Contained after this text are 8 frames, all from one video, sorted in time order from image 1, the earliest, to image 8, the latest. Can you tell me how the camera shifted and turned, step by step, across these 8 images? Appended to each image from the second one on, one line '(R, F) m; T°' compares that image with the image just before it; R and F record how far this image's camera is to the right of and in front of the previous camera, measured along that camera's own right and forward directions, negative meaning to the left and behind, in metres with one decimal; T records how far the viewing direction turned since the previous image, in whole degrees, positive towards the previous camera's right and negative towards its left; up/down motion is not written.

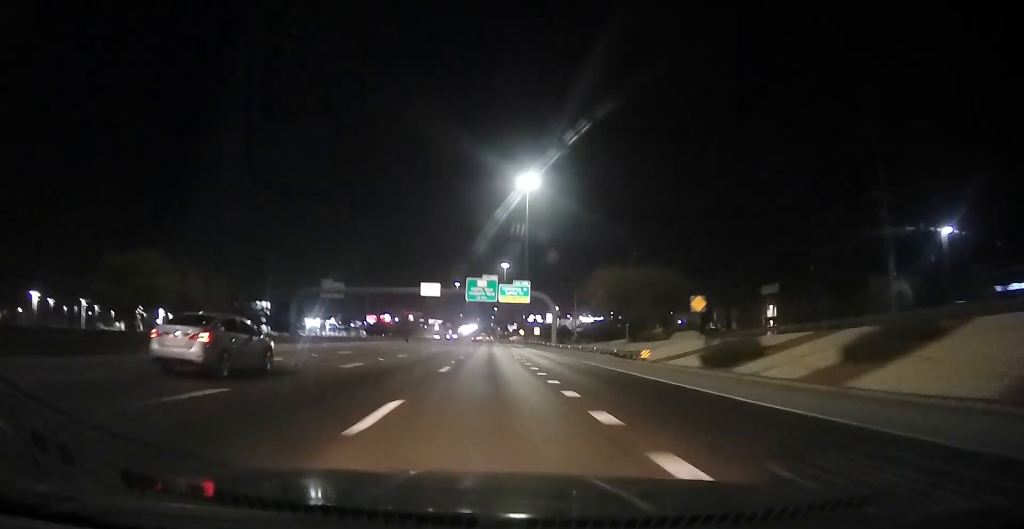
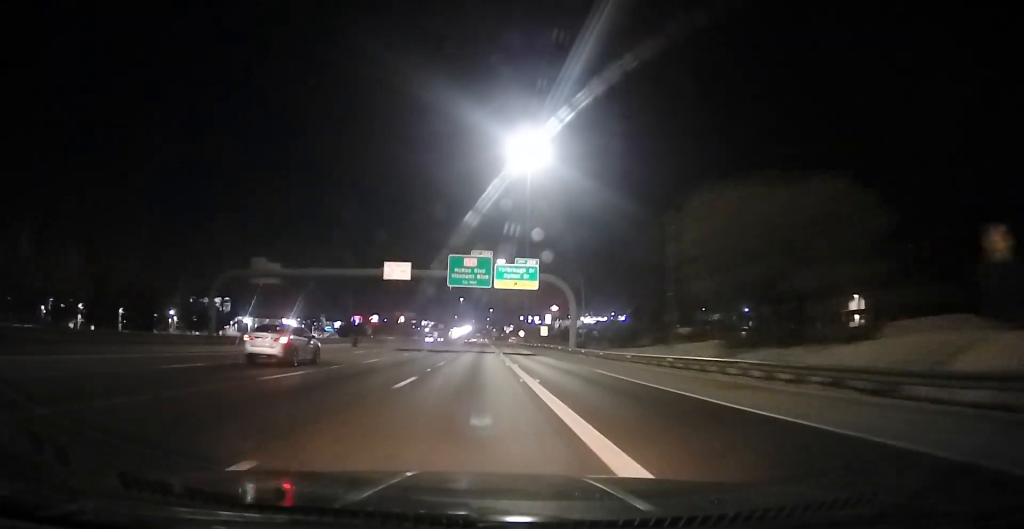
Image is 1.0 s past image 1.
(-0.2, +29.6) m; 0°
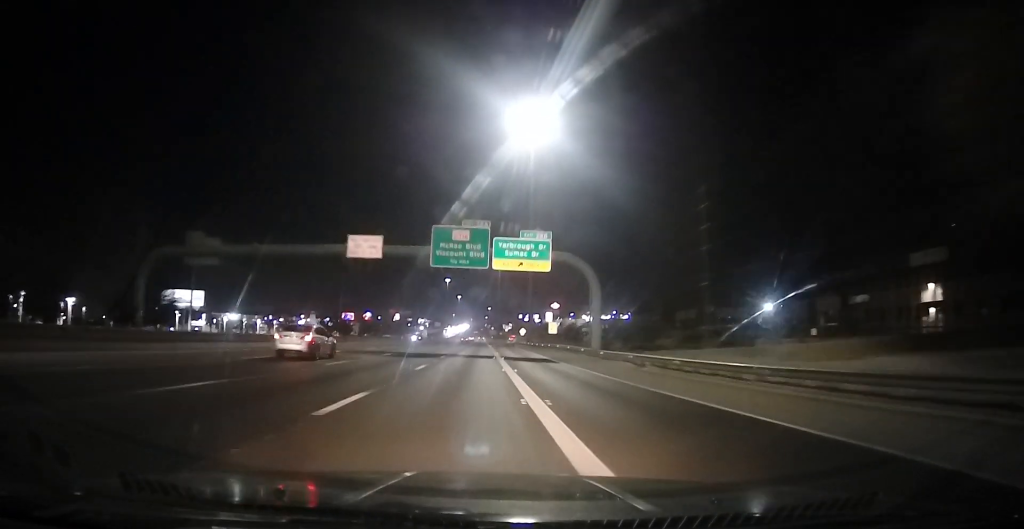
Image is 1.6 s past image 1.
(+0.1, +17.2) m; +1°
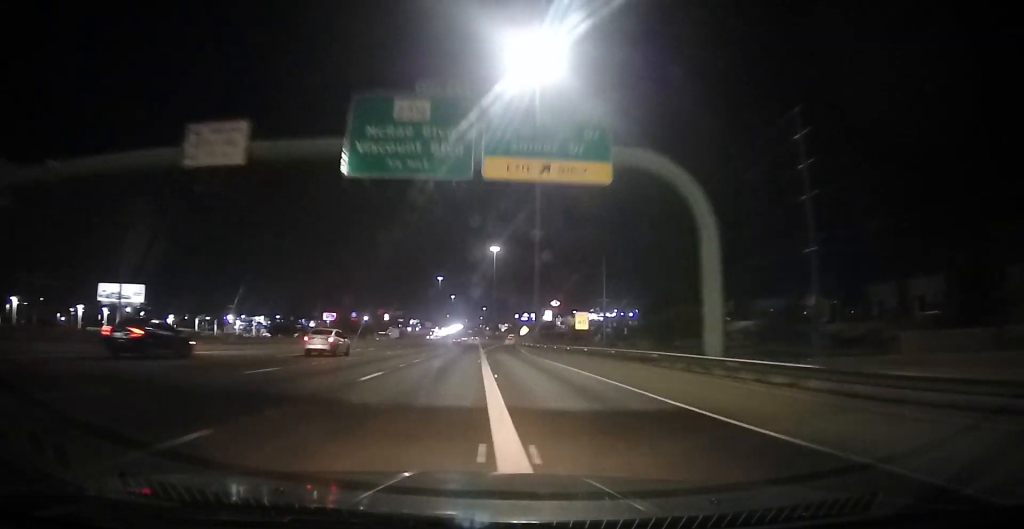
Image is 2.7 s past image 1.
(+0.2, +29.7) m; +2°
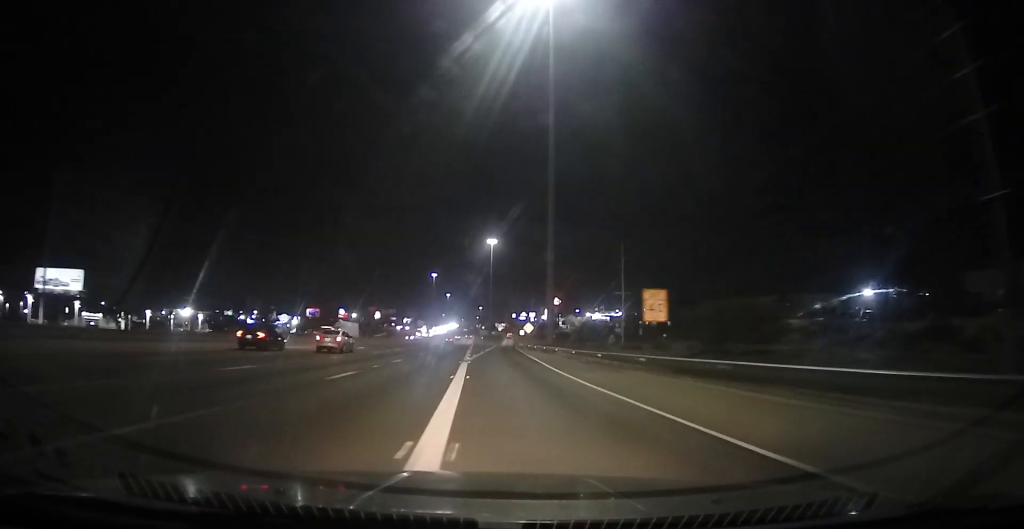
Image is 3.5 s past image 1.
(+0.6, +24.2) m; 0°
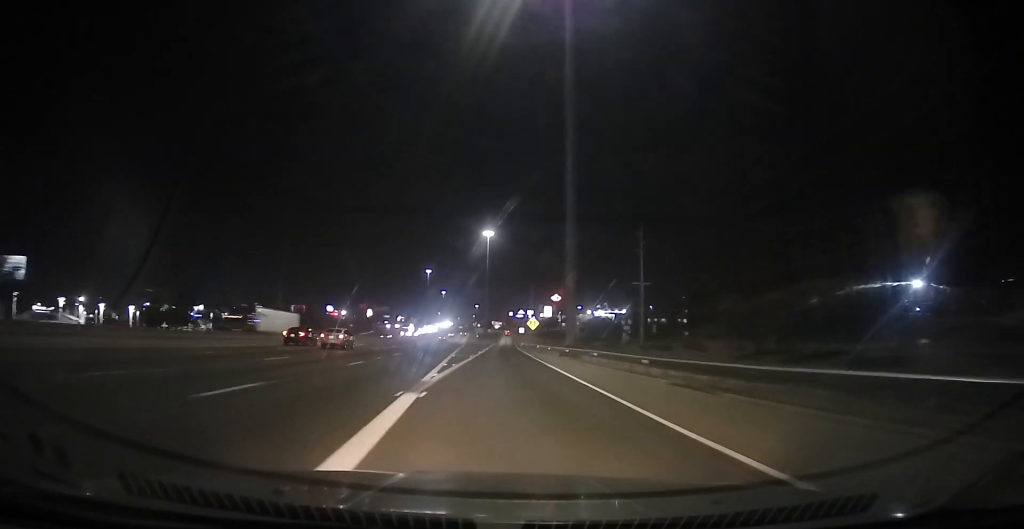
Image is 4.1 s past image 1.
(-0.5, +18.5) m; 0°
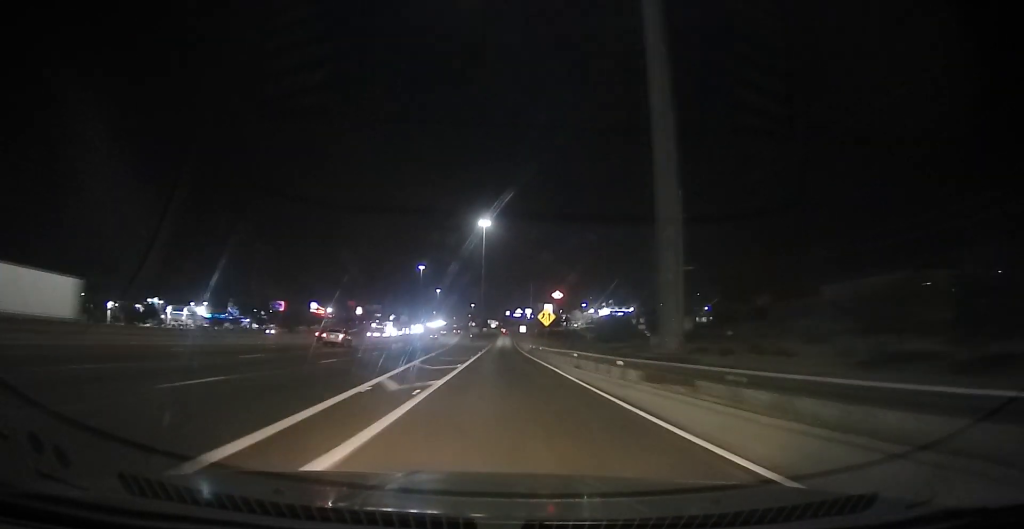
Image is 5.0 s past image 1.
(0.0, +24.3) m; 0°
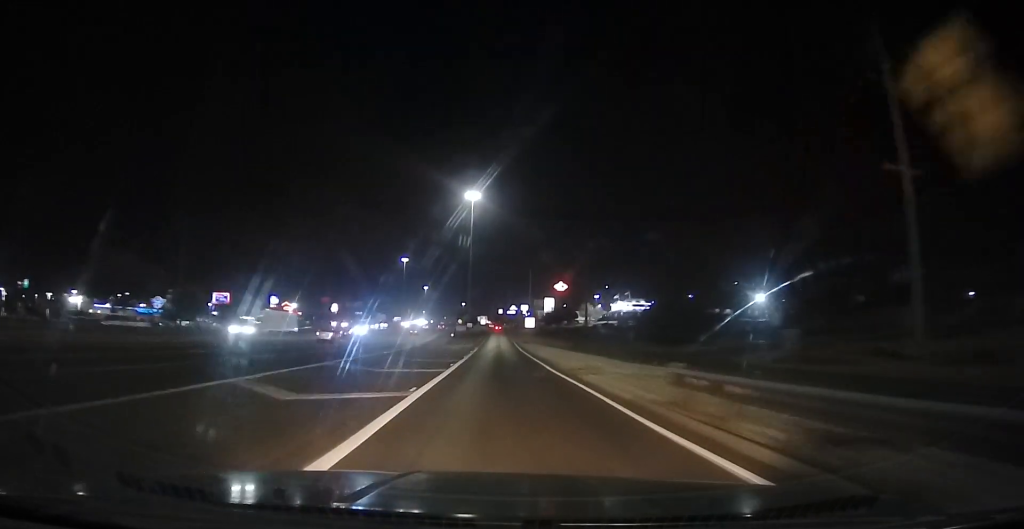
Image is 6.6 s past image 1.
(+0.5, +48.8) m; +1°
